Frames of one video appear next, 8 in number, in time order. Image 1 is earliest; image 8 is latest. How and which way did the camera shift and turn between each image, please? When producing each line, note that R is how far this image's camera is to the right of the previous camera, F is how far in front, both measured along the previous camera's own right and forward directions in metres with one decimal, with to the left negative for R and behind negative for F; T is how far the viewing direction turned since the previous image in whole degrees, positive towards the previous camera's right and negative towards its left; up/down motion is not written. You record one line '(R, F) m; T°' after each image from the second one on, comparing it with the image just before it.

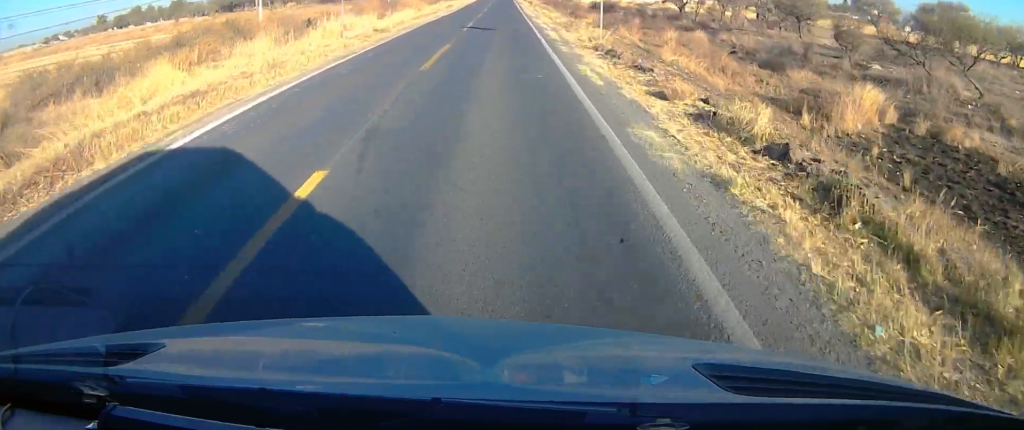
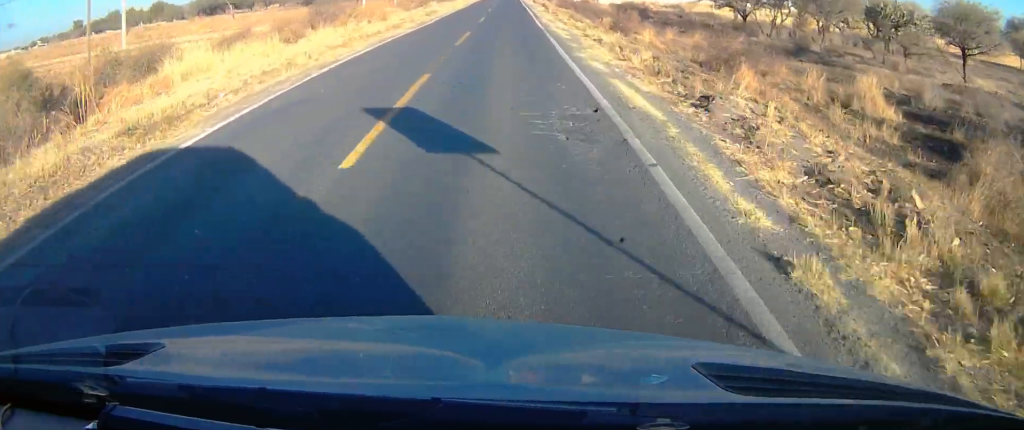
(-0.2, +24.2) m; -2°
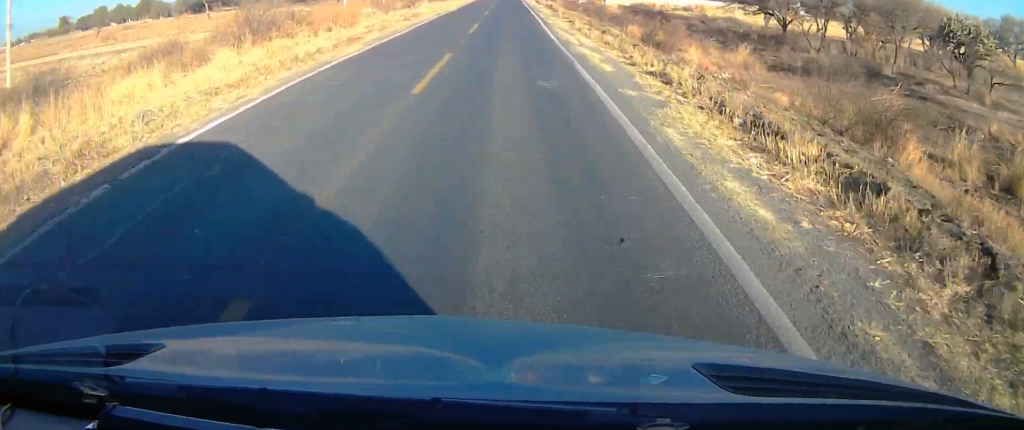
(-0.2, +10.7) m; -1°
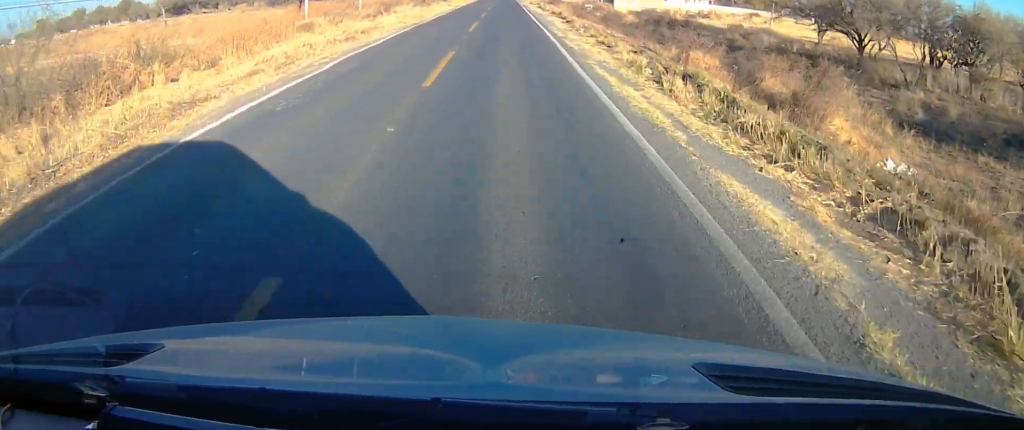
(-0.1, +14.6) m; 0°
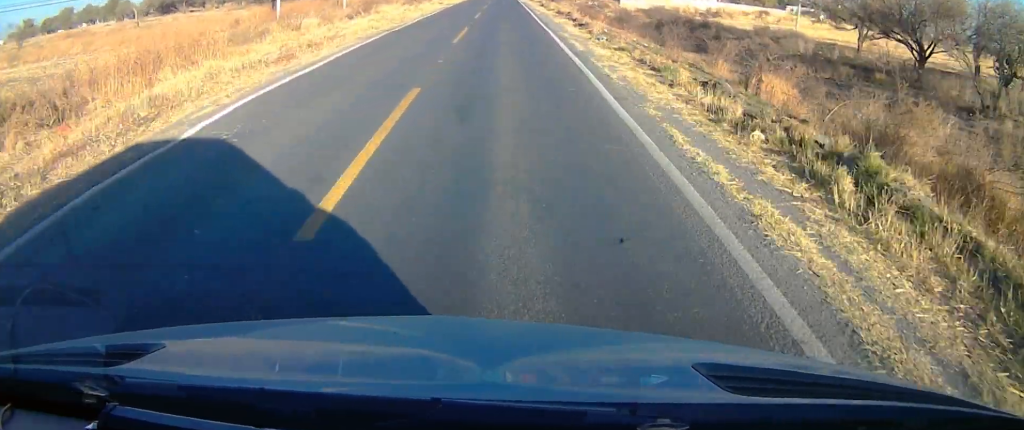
(0.0, +7.9) m; 0°
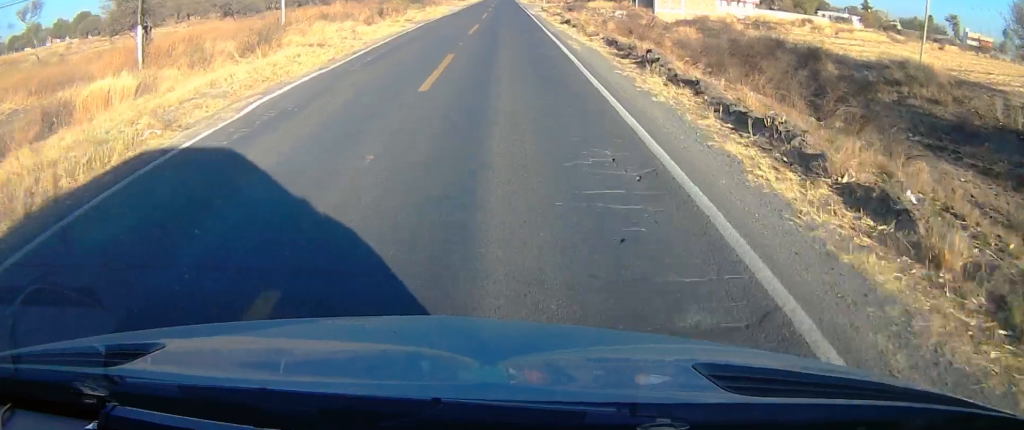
(+0.1, +23.5) m; +3°
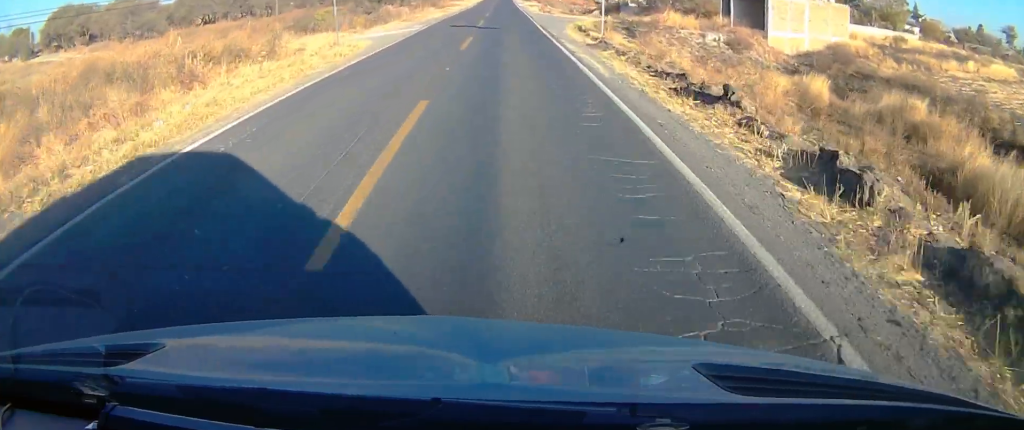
(+0.9, +38.1) m; 0°
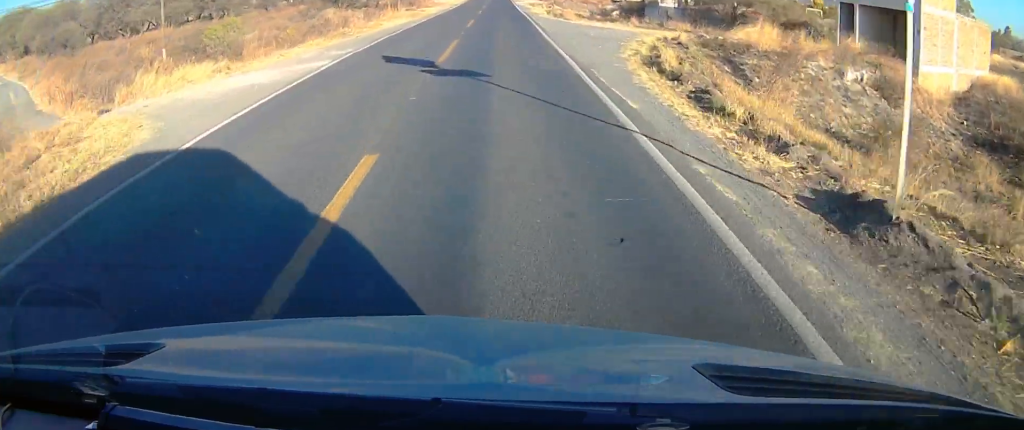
(0.0, +20.4) m; +2°
